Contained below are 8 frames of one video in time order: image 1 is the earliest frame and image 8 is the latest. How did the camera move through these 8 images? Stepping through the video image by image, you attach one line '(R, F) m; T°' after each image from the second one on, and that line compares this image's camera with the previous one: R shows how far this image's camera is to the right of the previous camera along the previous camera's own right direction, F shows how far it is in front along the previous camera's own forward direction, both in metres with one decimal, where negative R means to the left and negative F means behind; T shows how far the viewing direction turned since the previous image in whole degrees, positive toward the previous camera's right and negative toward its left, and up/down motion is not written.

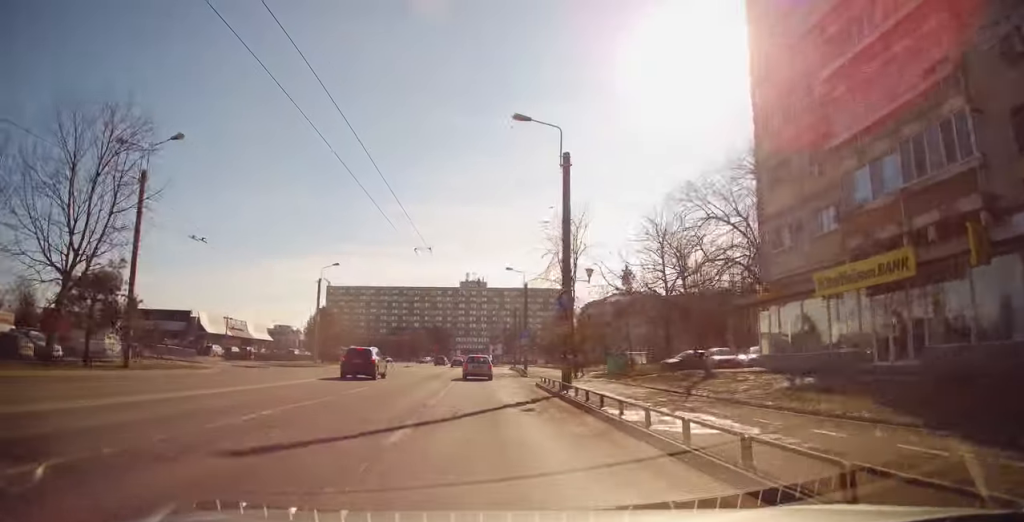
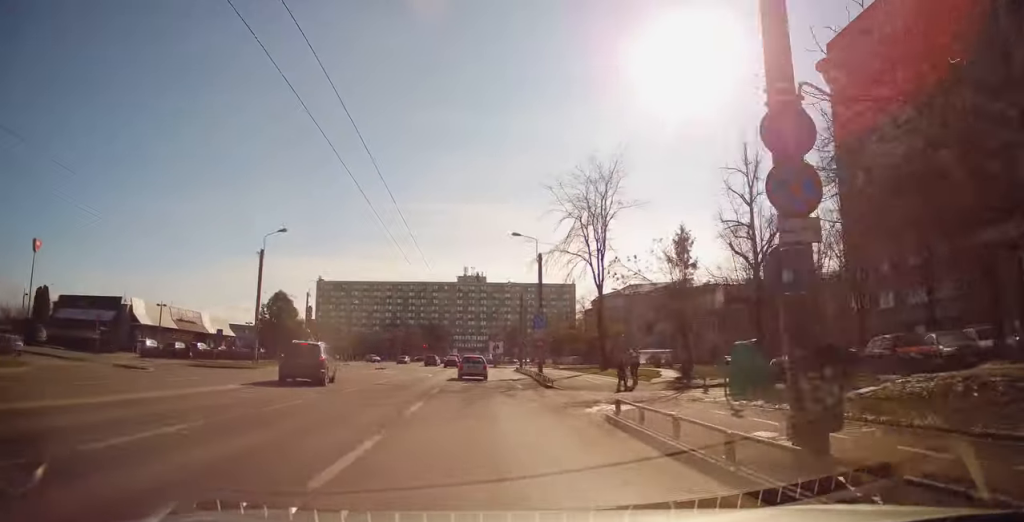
(-0.4, +16.2) m; -2°
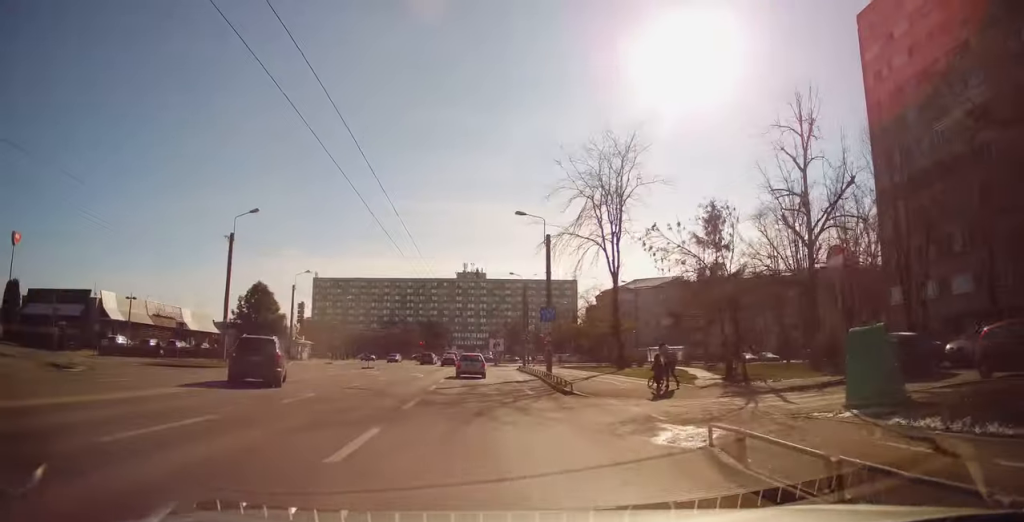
(0.0, +5.7) m; 0°
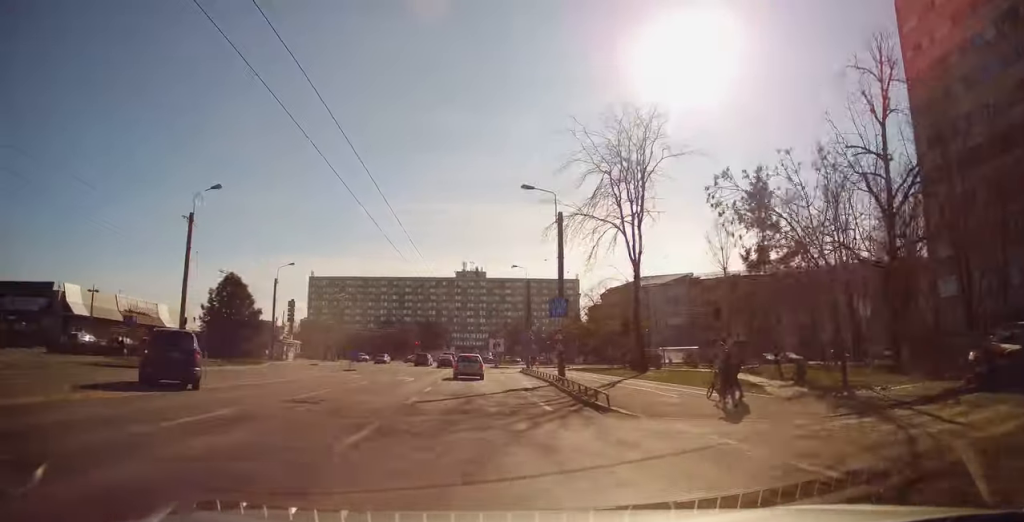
(0.0, +6.1) m; 0°
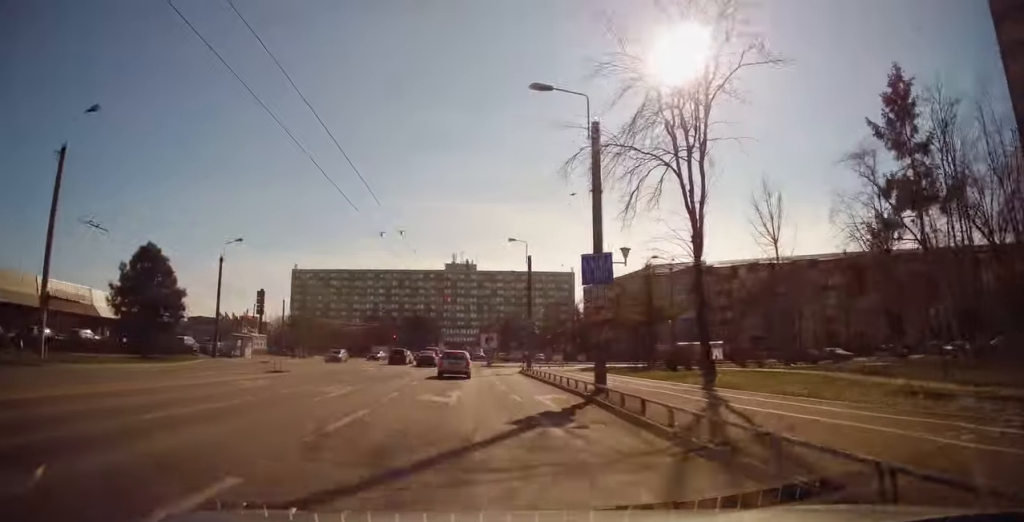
(-0.2, +11.7) m; +2°
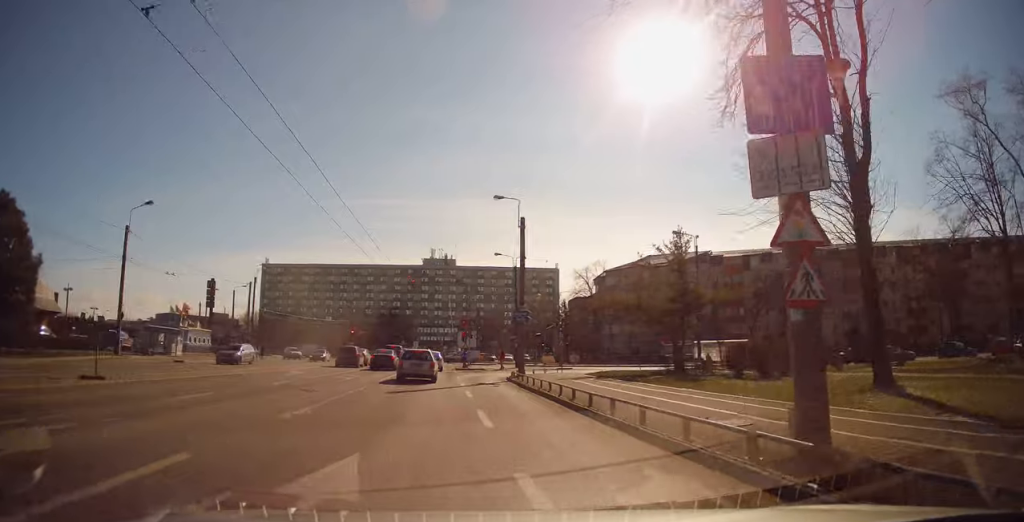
(+0.6, +12.3) m; +2°
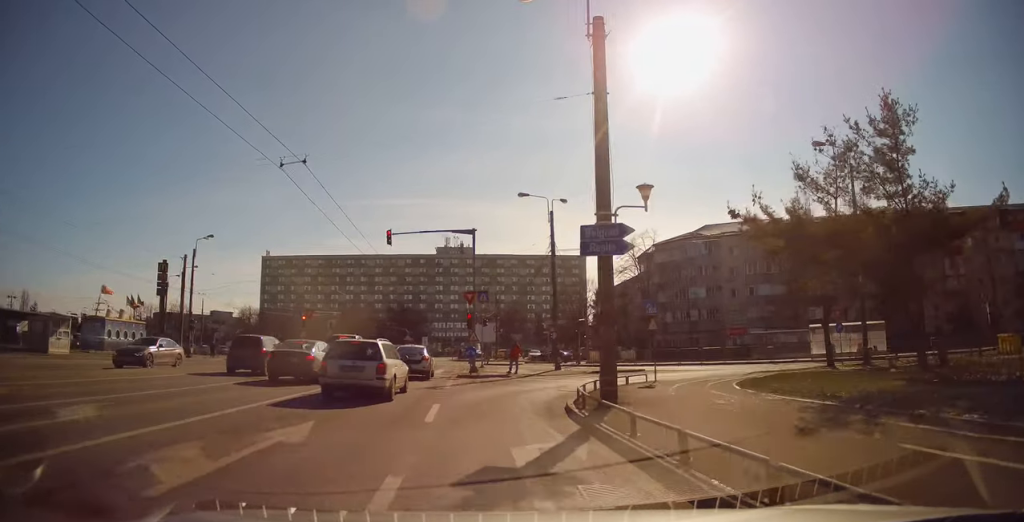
(+0.2, +19.1) m; 0°
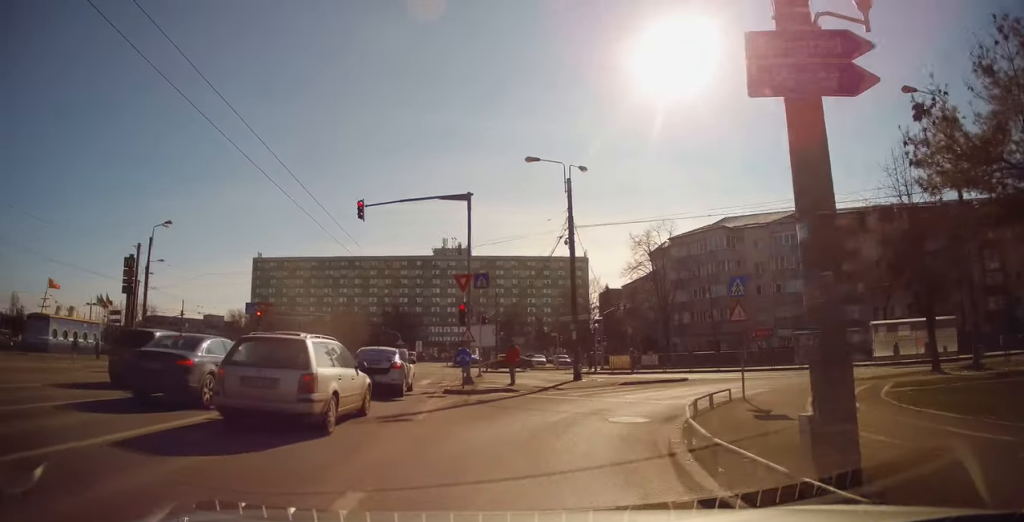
(-0.2, +7.8) m; -1°
